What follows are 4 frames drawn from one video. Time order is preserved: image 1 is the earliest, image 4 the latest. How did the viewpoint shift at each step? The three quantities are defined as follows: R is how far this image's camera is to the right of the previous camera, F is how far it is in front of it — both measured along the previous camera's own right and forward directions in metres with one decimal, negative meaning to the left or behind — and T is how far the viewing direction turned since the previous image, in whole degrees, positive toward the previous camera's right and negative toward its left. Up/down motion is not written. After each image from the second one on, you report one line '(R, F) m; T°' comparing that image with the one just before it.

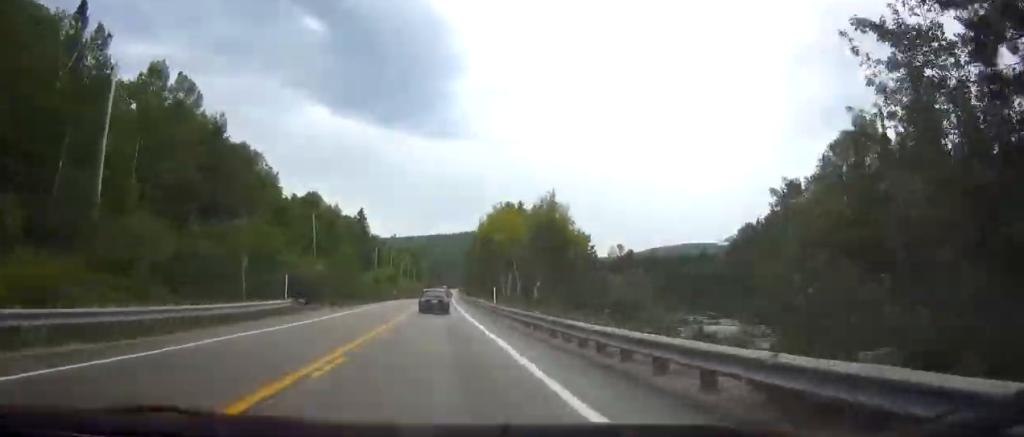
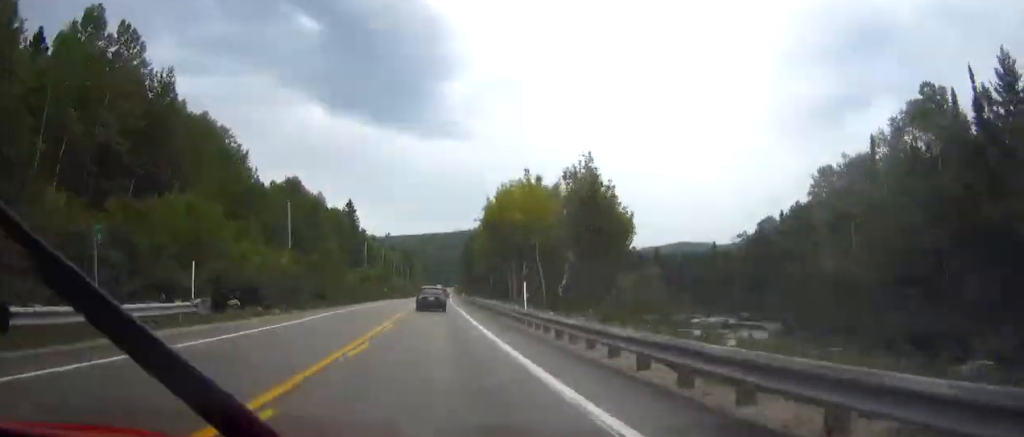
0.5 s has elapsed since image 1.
(0.0, +14.2) m; +1°
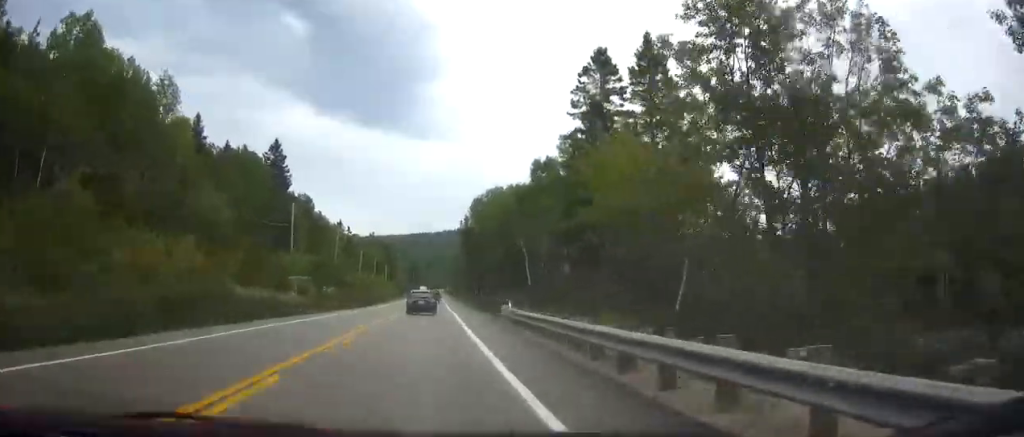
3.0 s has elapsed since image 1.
(+1.2, +70.3) m; +1°
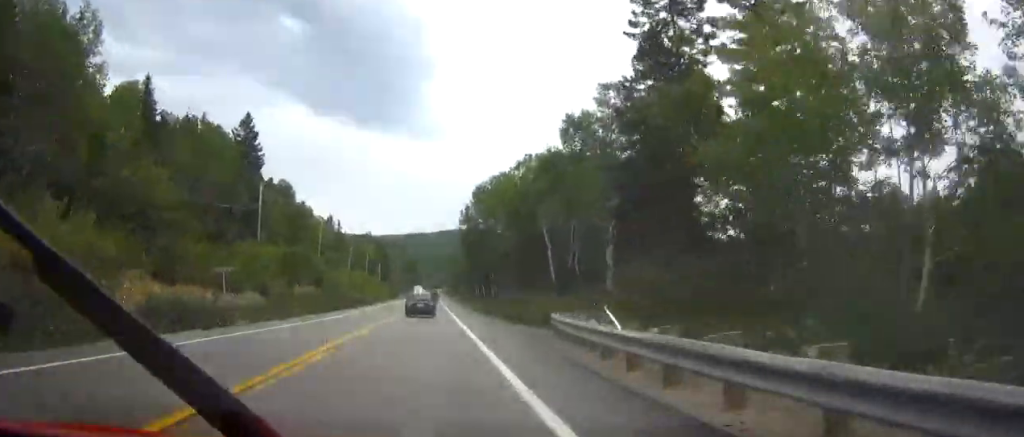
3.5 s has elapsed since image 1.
(0.0, +15.3) m; 0°
